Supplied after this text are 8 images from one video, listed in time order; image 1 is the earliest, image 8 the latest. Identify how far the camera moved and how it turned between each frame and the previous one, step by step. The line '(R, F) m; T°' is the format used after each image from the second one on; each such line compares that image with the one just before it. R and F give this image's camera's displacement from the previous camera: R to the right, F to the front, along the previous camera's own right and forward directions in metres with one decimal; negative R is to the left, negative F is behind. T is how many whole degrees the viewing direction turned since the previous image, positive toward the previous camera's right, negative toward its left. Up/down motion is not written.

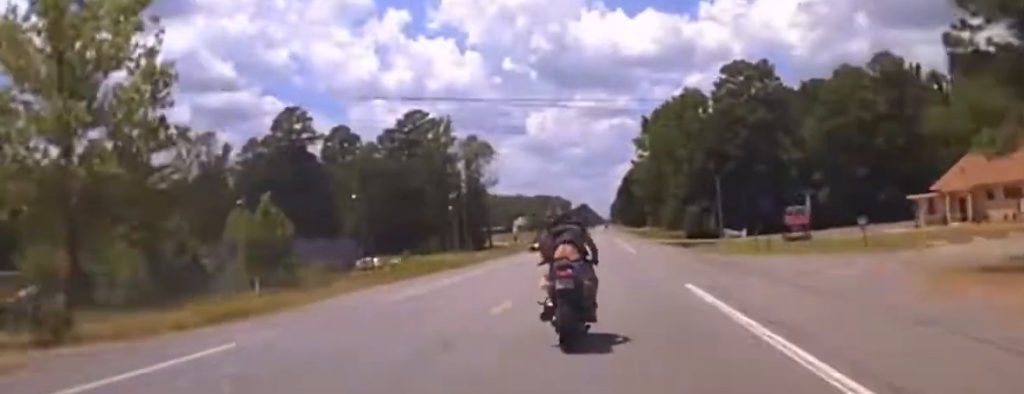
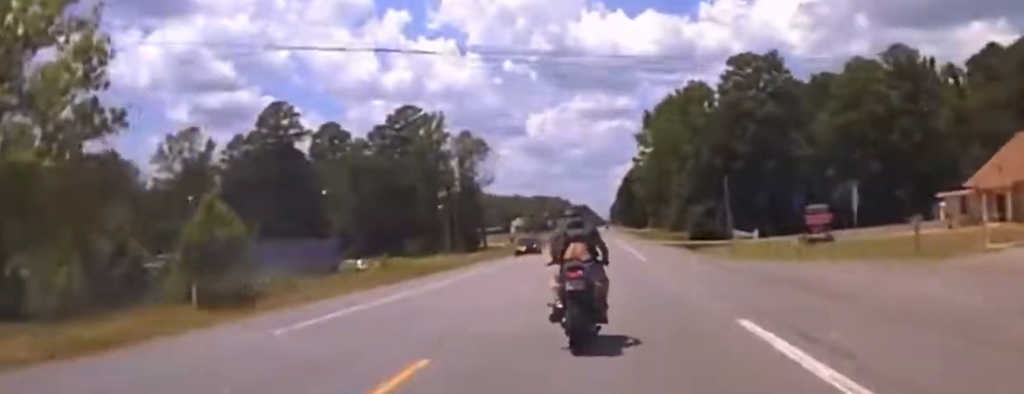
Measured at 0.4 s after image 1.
(+1.8, +8.5) m; +1°
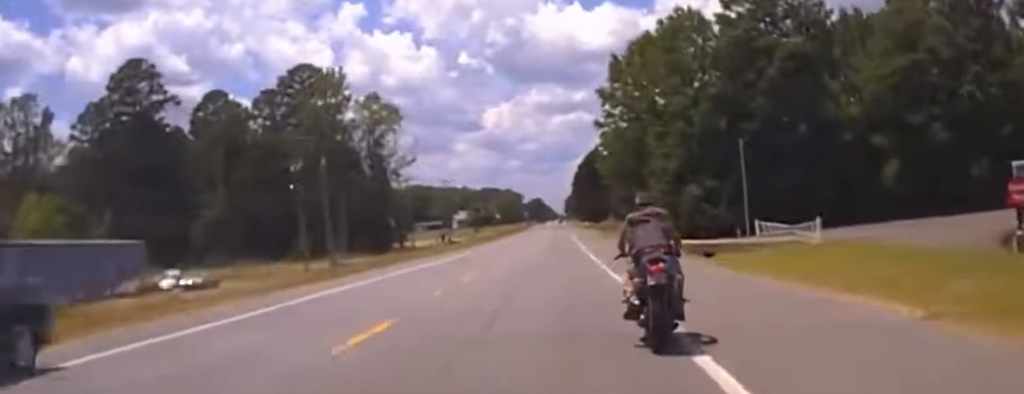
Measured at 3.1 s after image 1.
(-5.5, +46.8) m; -9°
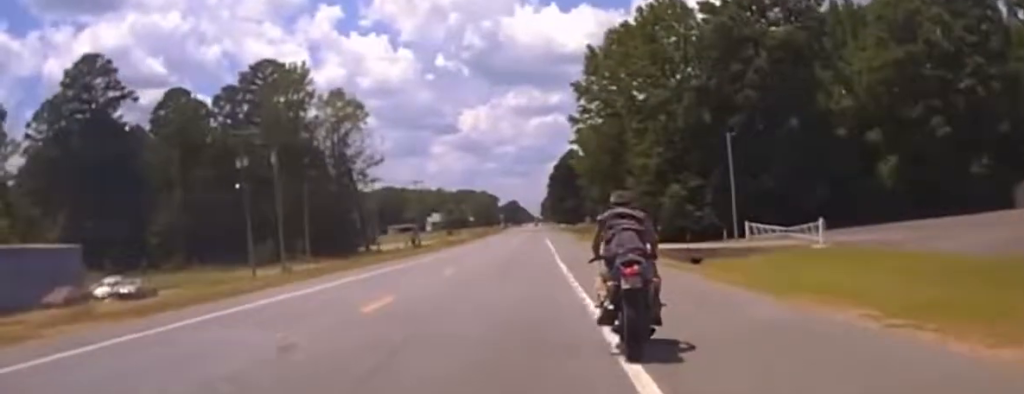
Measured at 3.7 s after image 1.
(0.0, +7.9) m; +1°
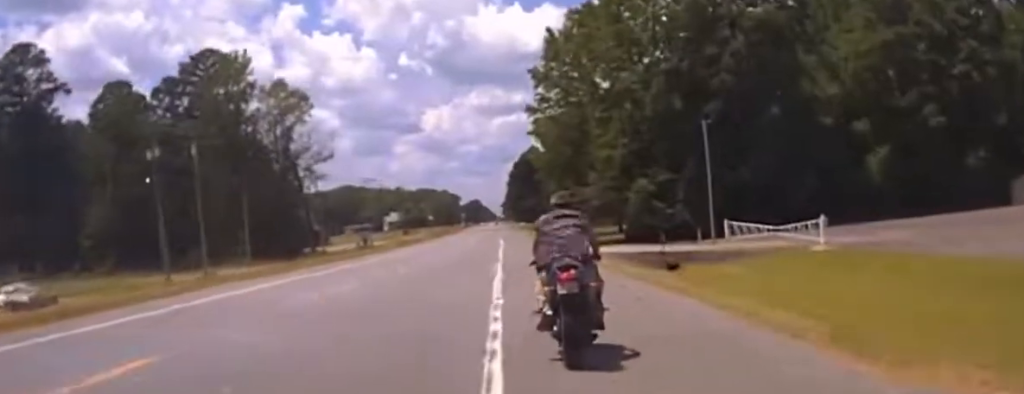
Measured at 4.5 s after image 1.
(+0.3, +10.6) m; +3°
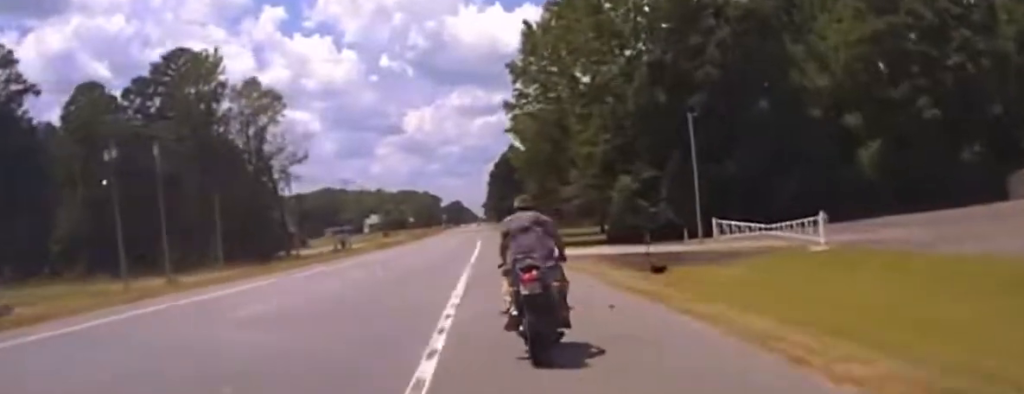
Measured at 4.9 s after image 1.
(0.0, +5.0) m; +2°
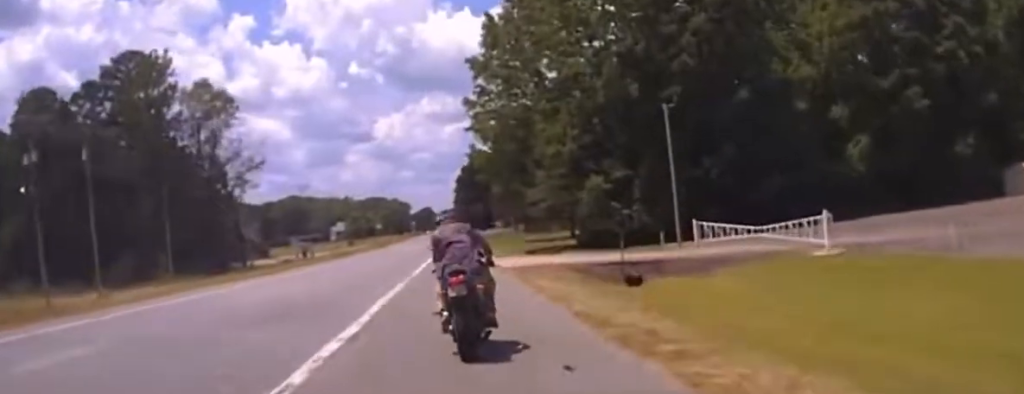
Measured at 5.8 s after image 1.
(+0.3, +7.3) m; +6°
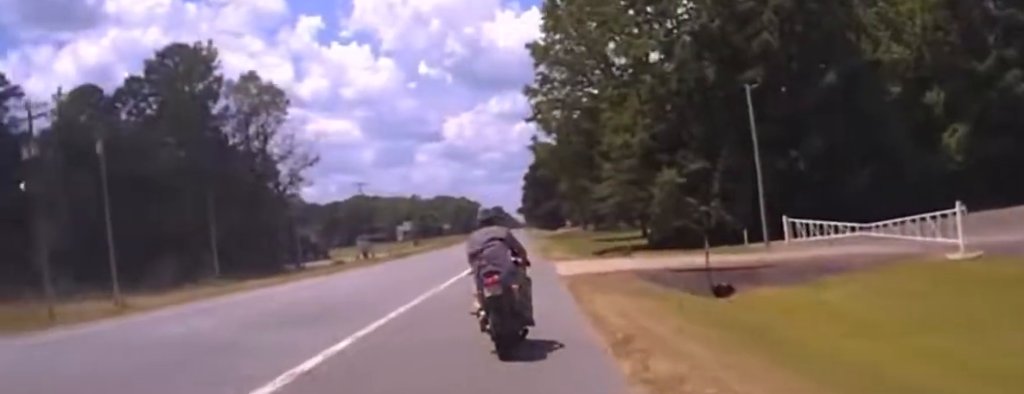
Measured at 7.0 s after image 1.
(+0.8, +7.2) m; +7°
